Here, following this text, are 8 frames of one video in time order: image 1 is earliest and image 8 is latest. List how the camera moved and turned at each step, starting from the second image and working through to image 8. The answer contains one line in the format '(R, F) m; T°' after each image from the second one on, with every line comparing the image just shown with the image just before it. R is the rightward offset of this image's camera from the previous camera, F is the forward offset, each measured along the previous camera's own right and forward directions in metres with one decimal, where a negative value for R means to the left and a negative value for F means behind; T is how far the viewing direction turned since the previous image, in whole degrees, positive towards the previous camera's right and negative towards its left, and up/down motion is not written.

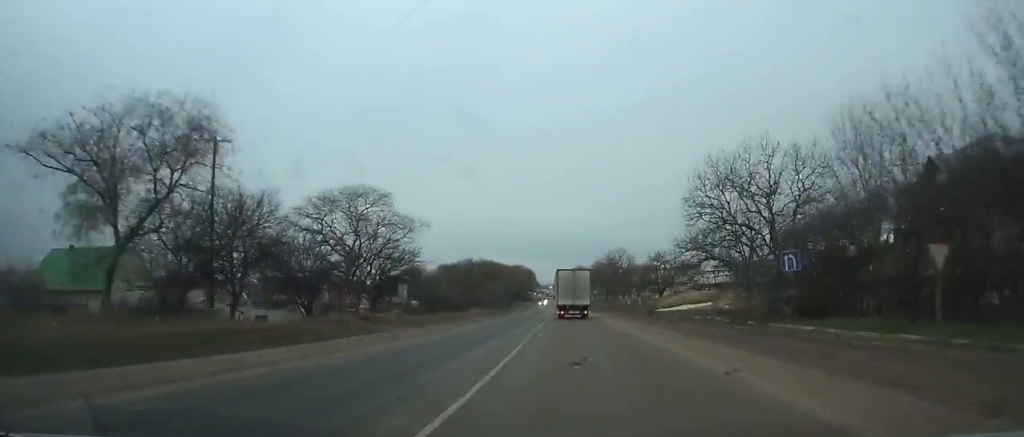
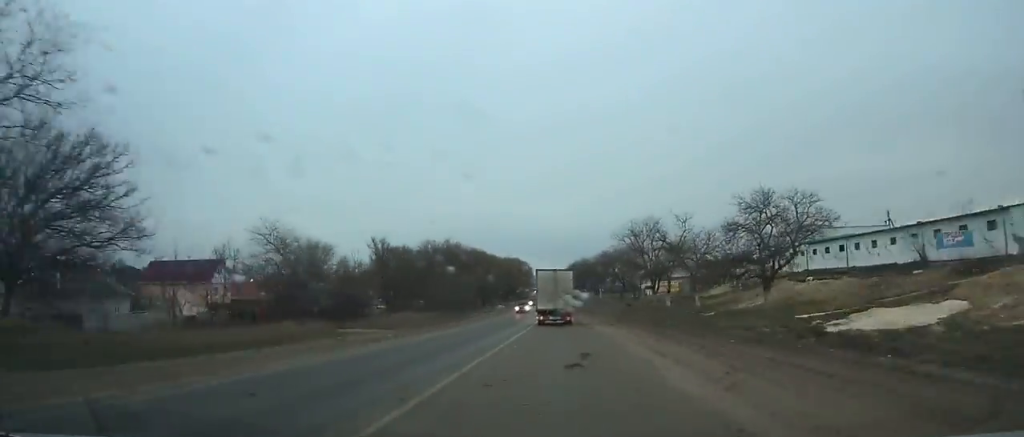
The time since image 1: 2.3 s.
(-0.2, +39.6) m; -1°
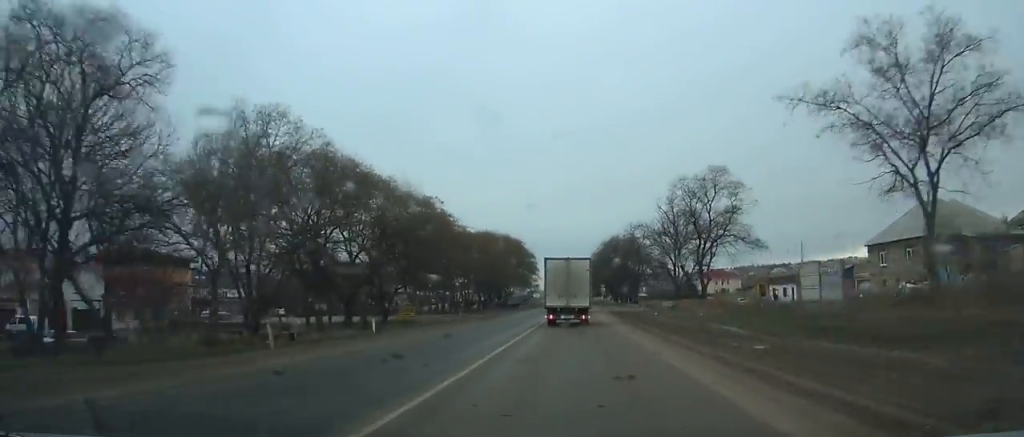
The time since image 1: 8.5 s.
(-0.9, +102.8) m; -1°
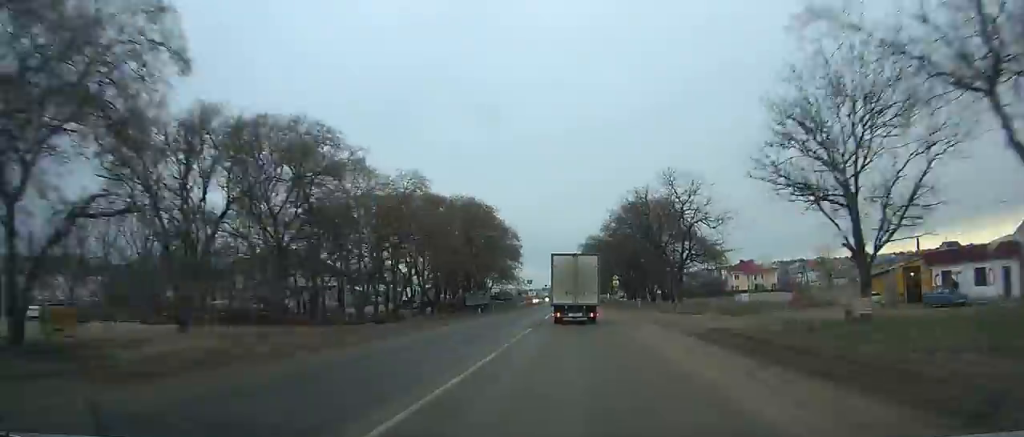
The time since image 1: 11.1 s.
(-0.1, +41.2) m; 0°
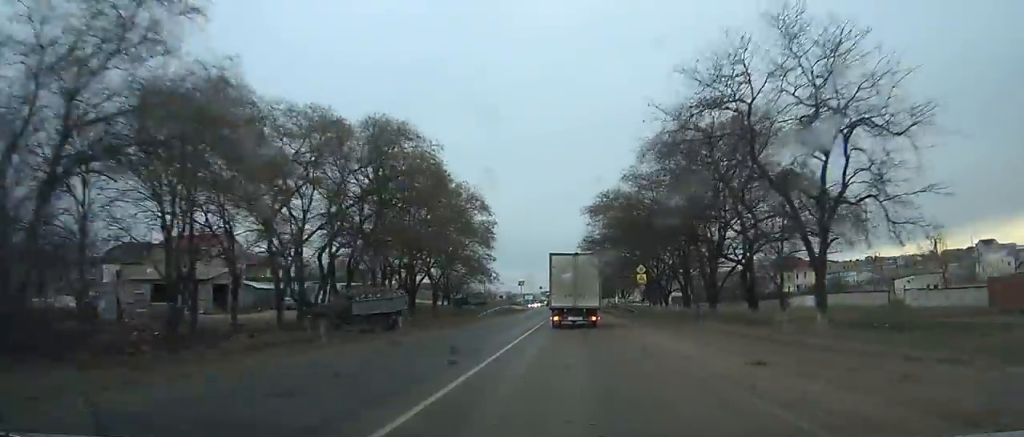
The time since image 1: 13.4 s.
(-0.1, +35.4) m; 0°
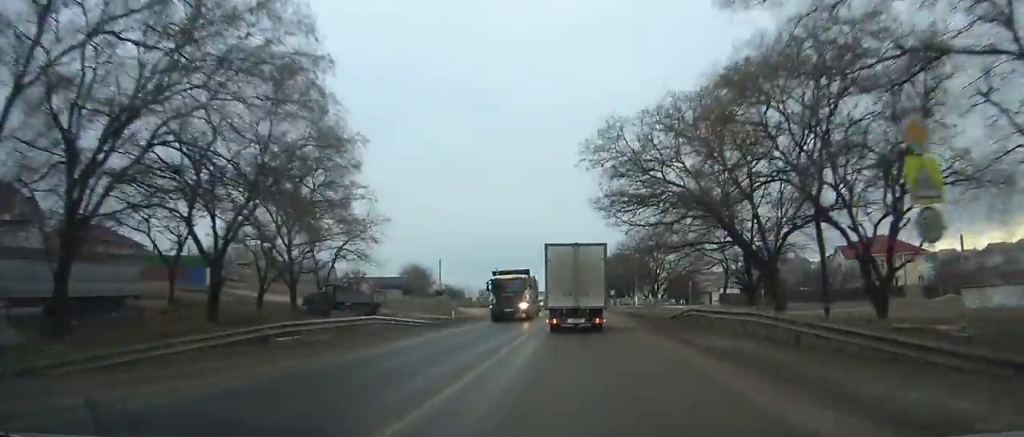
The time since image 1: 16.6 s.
(0.0, +47.5) m; 0°
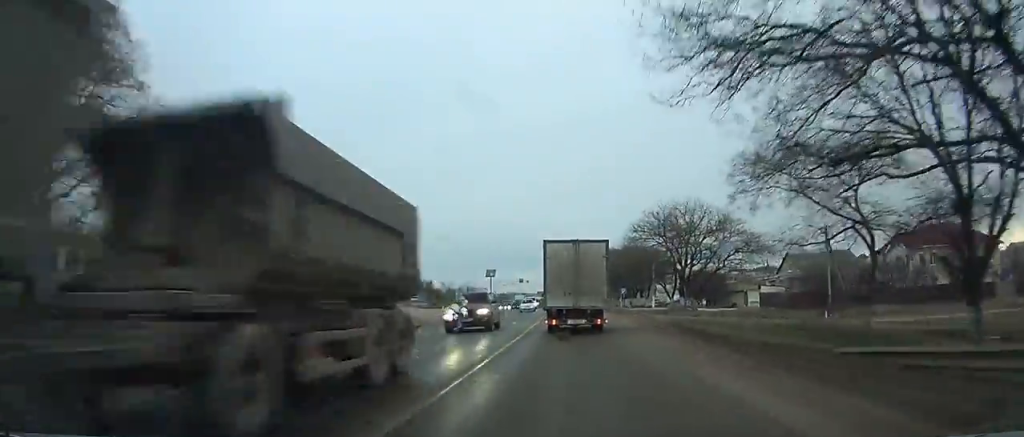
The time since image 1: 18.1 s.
(+0.1, +21.7) m; 0°
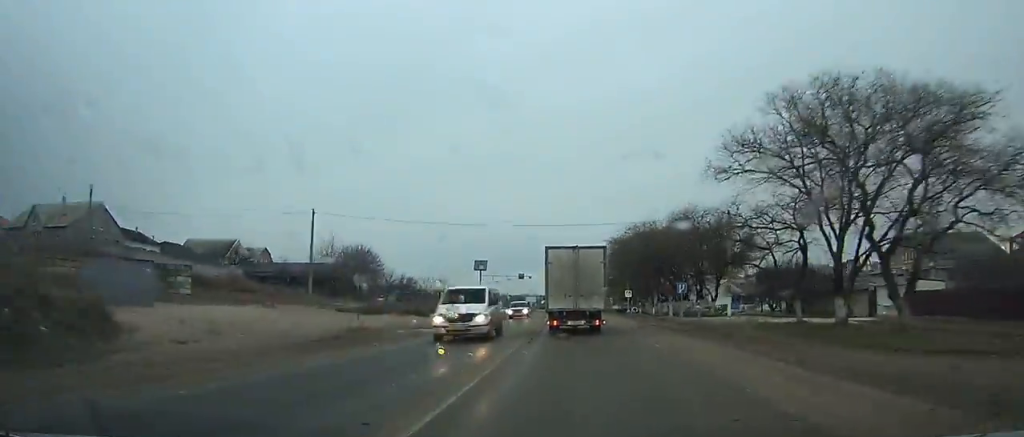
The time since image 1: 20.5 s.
(-0.3, +34.4) m; -1°
